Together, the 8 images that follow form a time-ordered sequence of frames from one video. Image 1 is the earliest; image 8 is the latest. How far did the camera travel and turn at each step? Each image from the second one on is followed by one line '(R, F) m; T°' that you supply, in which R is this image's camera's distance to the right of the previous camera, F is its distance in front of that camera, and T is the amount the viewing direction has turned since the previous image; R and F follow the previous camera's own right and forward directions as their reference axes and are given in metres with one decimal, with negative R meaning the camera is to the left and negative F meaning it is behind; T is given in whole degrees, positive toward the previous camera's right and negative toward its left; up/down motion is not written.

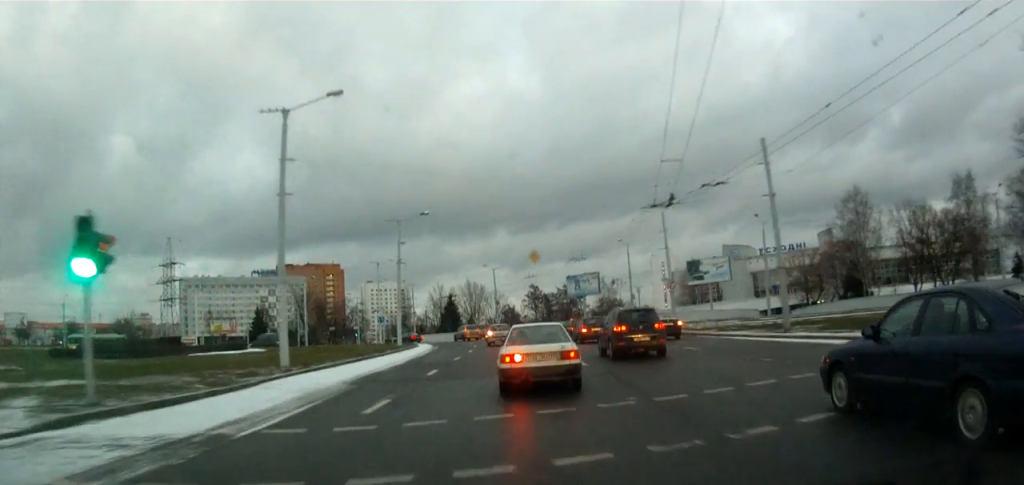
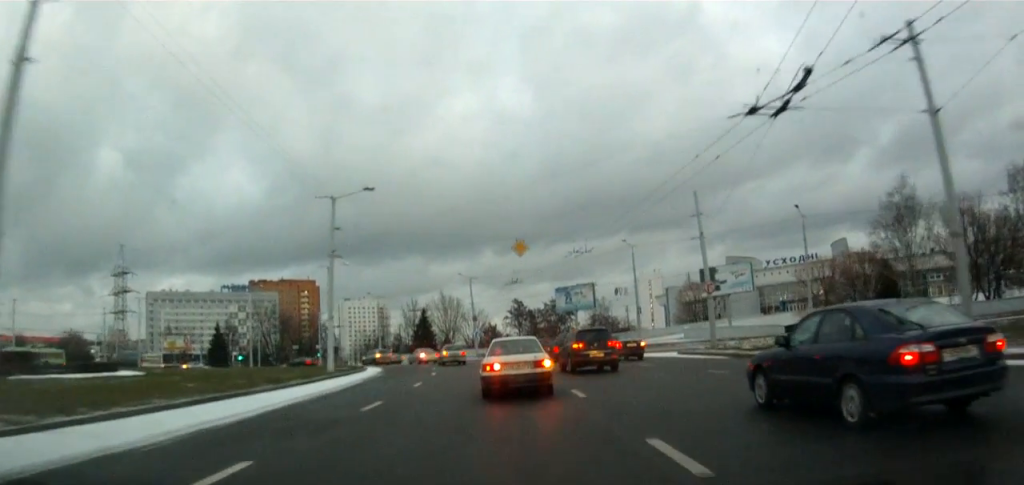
(0.0, +14.0) m; +1°
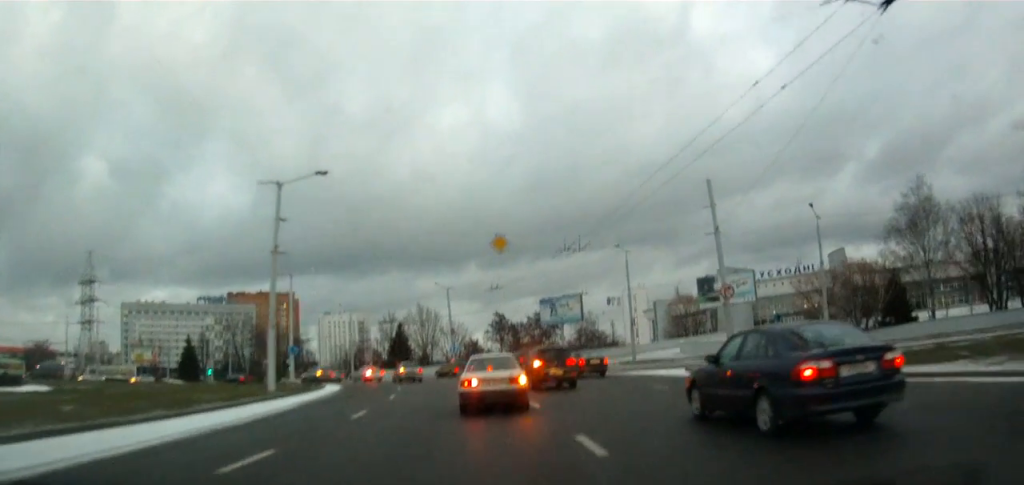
(0.0, +6.1) m; +2°
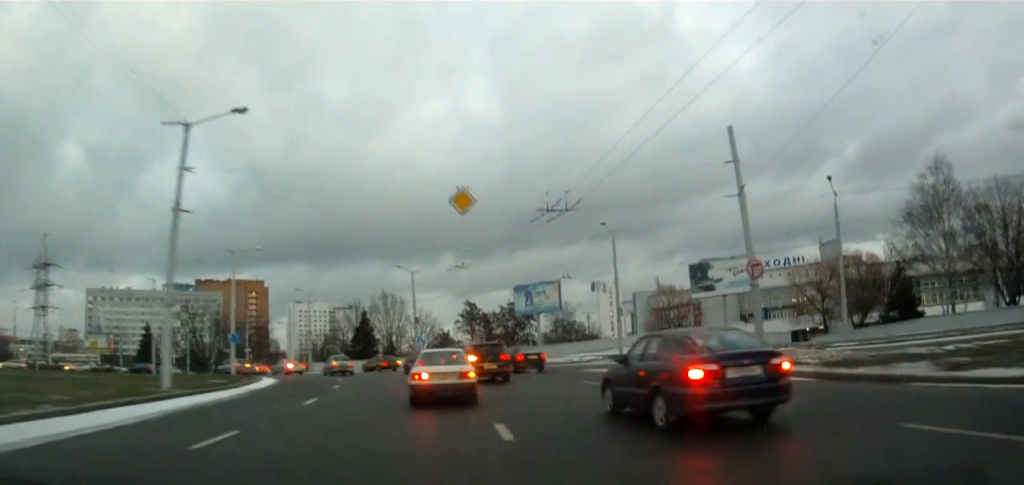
(+0.1, +6.5) m; +2°
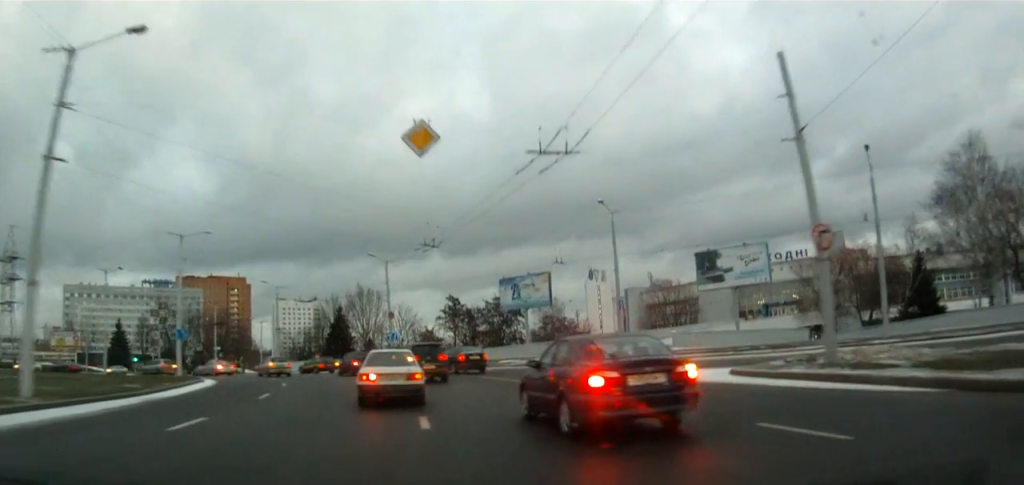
(+0.2, +6.2) m; 0°
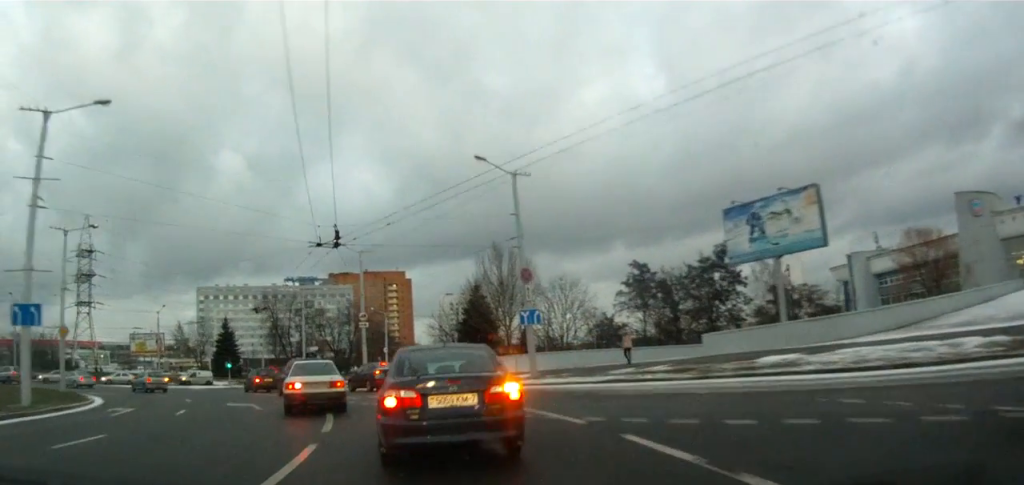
(-2.8, +27.3) m; -13°
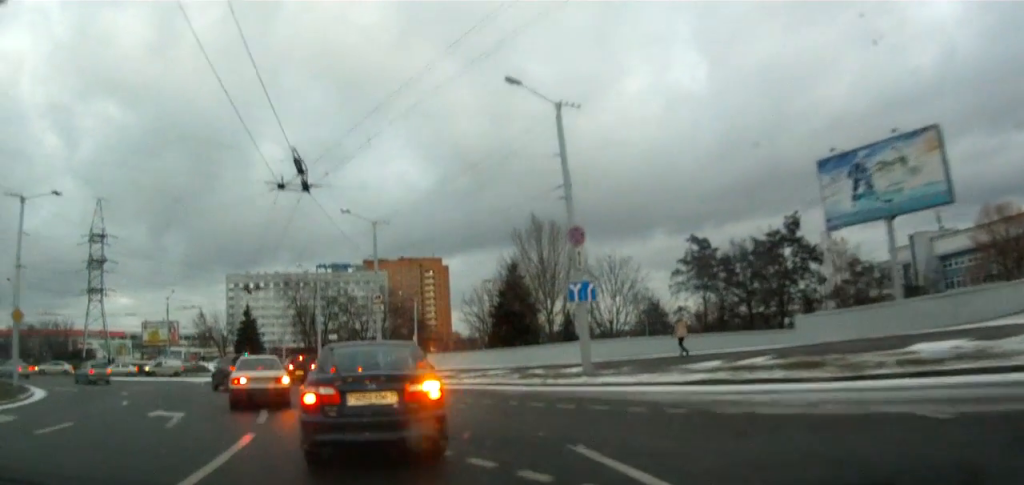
(-0.1, +7.5) m; -5°
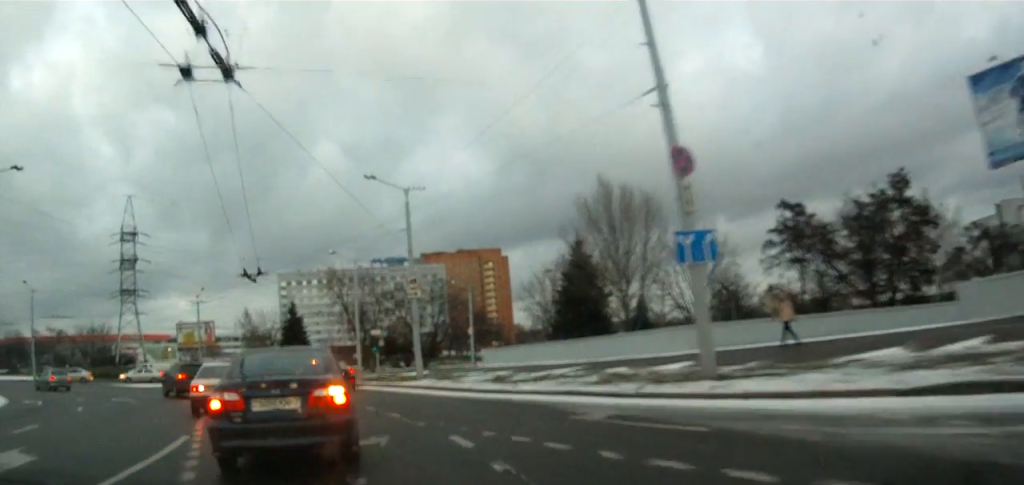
(-0.4, +7.6) m; -6°
